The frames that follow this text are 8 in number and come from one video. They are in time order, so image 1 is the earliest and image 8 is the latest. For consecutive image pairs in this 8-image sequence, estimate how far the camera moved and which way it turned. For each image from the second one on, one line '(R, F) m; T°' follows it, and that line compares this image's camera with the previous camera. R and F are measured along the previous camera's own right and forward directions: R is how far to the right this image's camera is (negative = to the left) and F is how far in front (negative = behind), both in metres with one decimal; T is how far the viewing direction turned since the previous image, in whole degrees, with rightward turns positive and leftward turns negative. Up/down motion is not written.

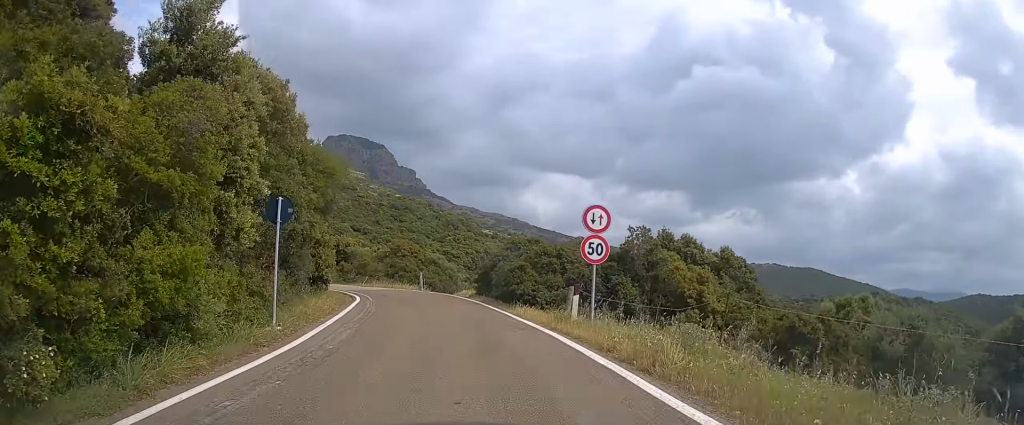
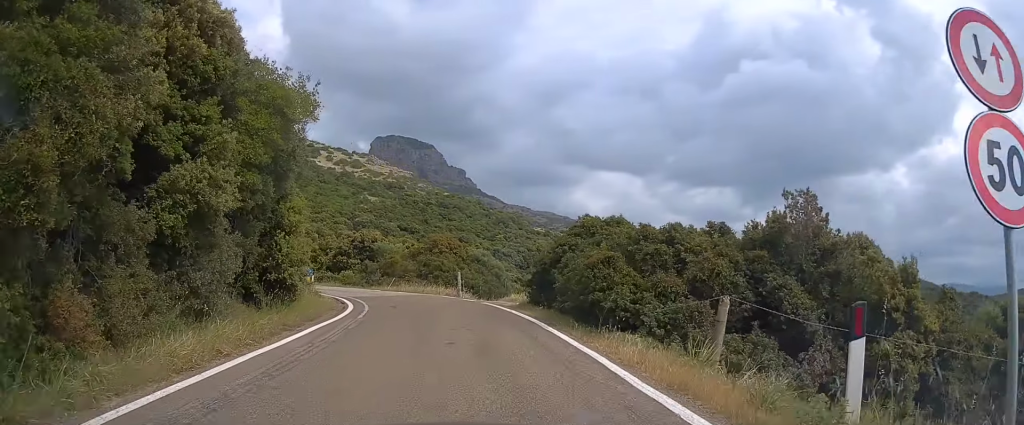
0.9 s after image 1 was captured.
(-0.6, +10.5) m; -5°
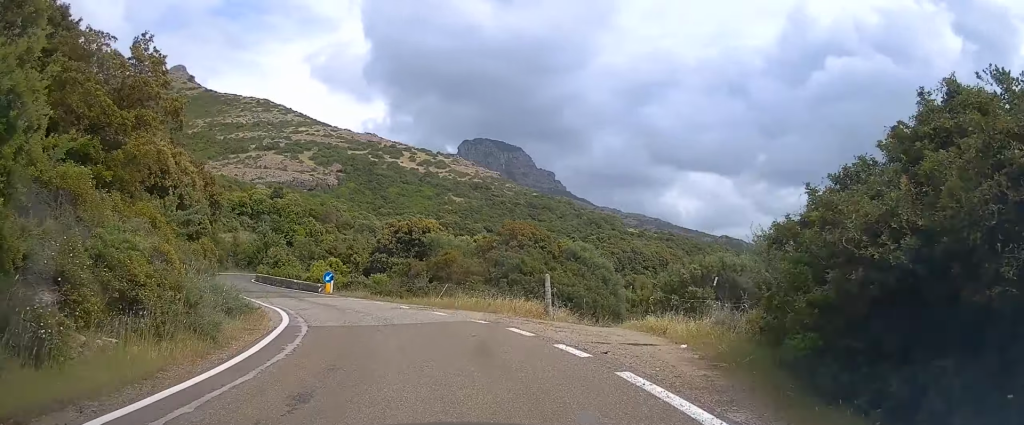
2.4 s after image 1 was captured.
(-1.0, +16.1) m; -10°
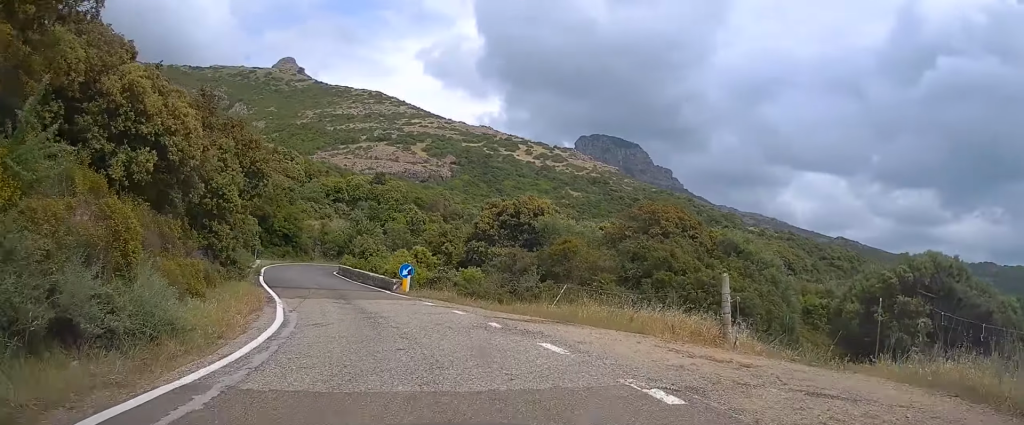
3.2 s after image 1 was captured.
(-0.4, +8.9) m; -10°
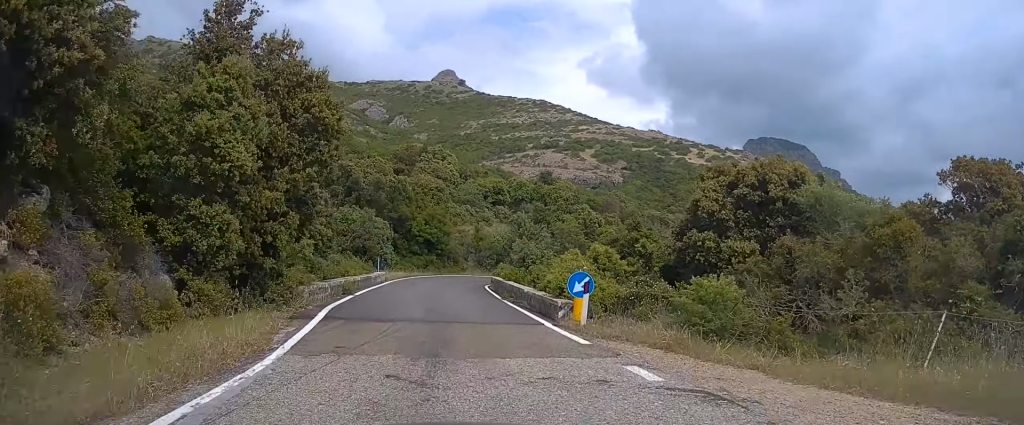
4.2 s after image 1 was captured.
(-1.6, +11.9) m; -12°
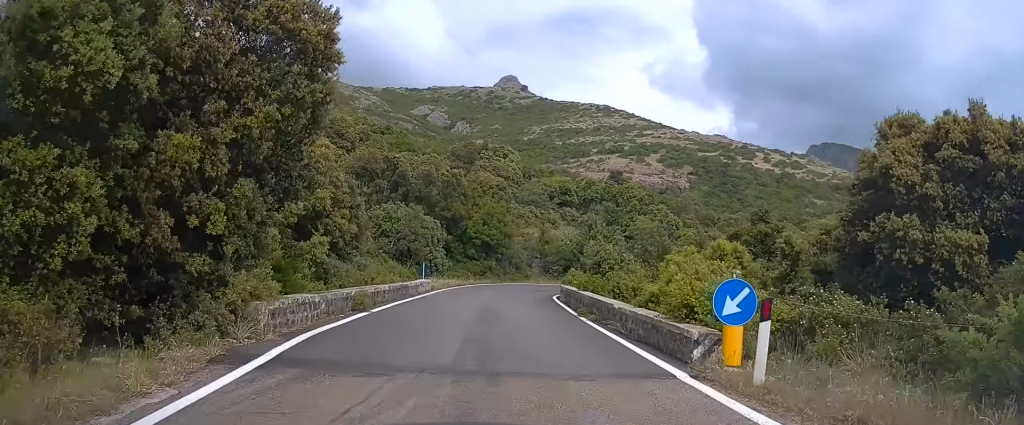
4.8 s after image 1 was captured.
(-0.5, +6.6) m; -4°
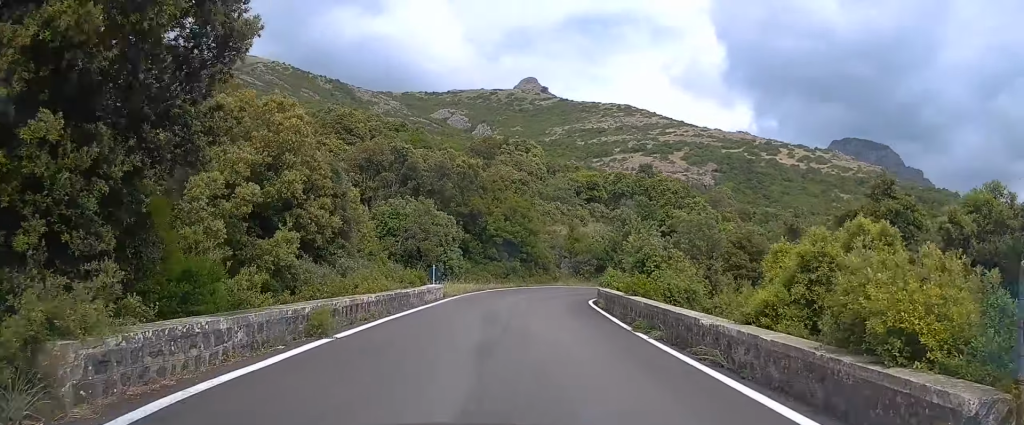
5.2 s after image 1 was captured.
(-0.1, +5.1) m; -2°
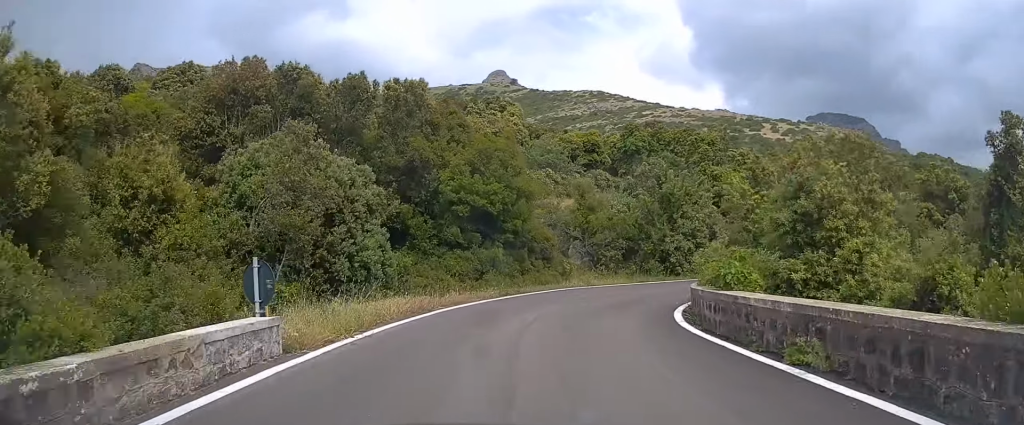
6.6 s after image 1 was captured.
(-0.2, +16.8) m; +4°
